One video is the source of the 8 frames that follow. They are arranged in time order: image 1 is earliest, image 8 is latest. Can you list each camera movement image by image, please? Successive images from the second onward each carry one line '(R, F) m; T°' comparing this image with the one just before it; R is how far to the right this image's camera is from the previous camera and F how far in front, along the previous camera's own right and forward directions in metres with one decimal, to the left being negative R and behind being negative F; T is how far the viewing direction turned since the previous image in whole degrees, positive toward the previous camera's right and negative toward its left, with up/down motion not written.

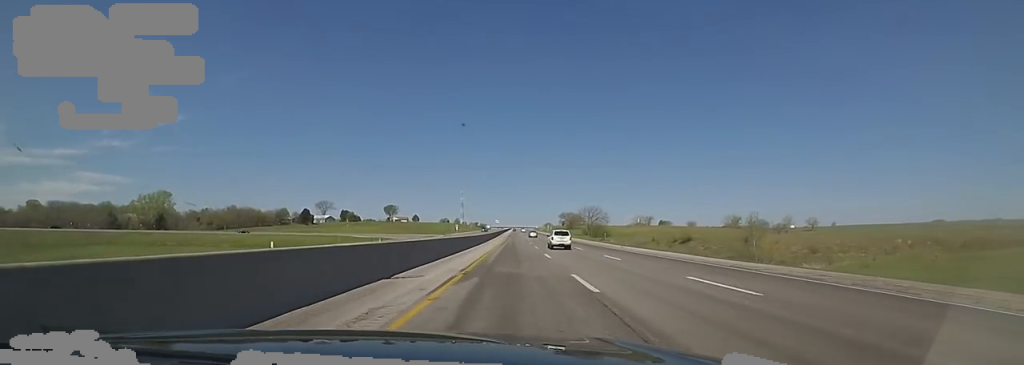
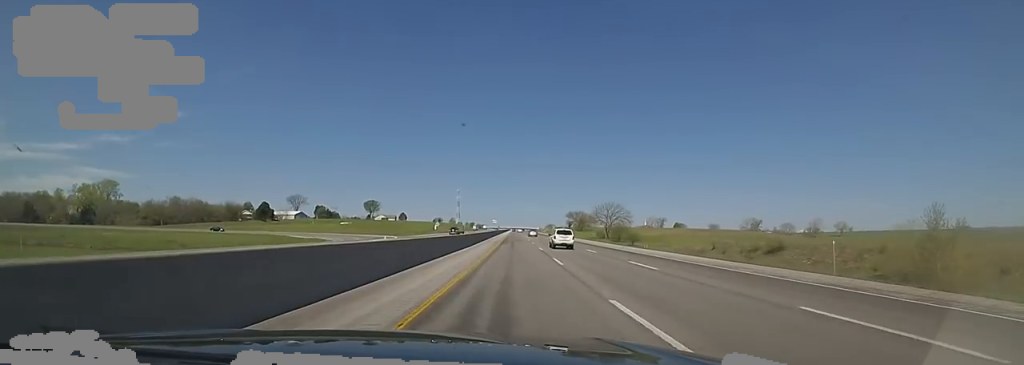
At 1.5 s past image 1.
(-0.1, +52.0) m; -1°
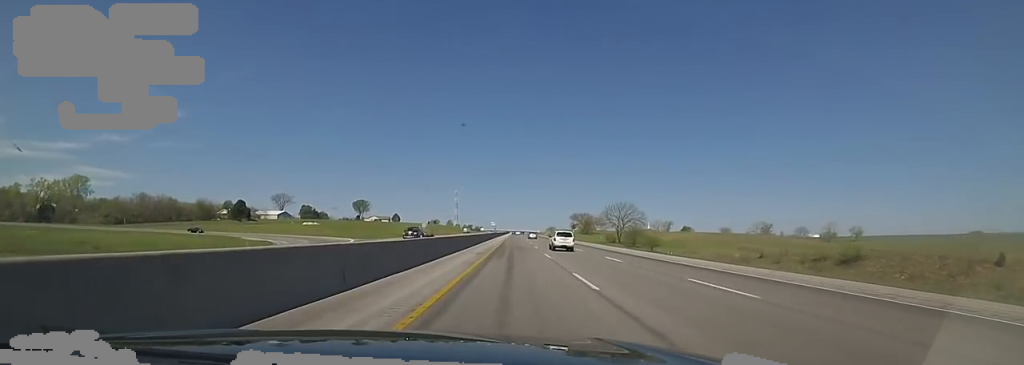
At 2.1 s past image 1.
(+0.3, +23.7) m; -2°
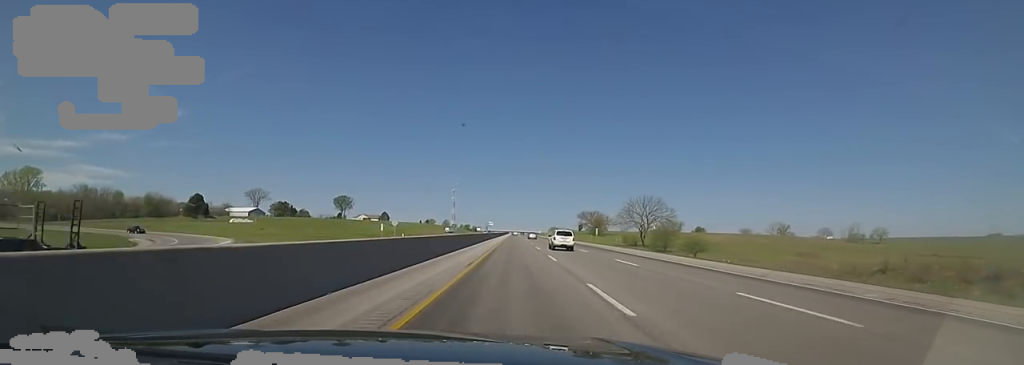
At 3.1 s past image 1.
(-1.4, +34.3) m; 0°
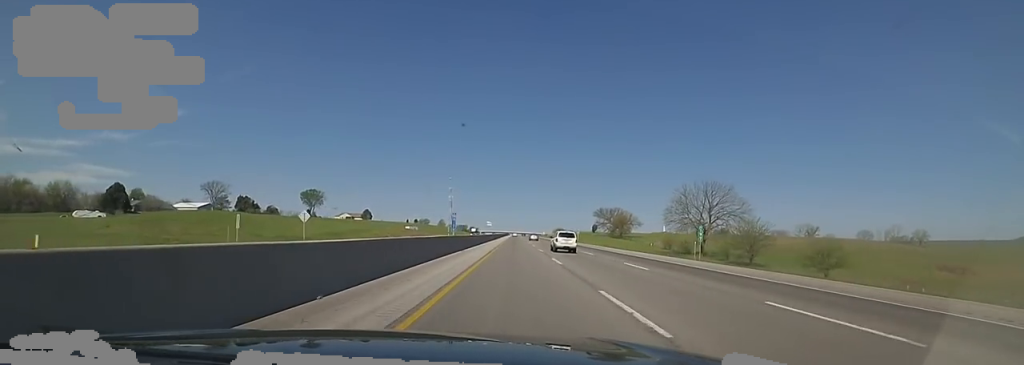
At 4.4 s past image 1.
(+1.9, +47.1) m; +2°
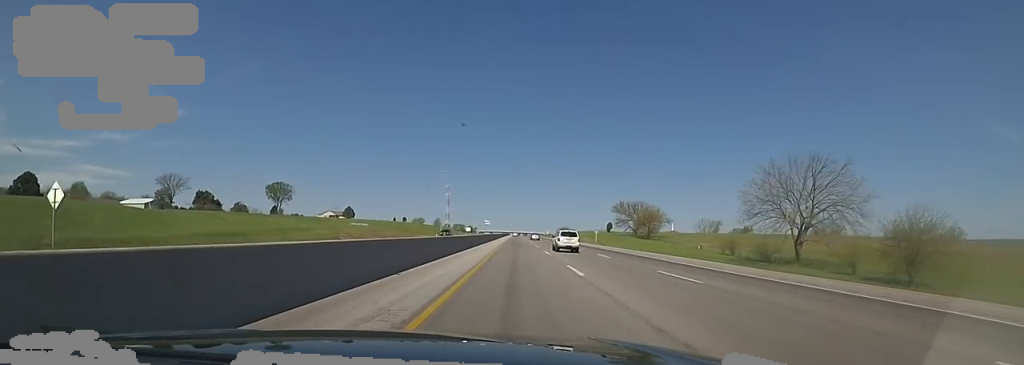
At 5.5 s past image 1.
(0.0, +36.7) m; 0°
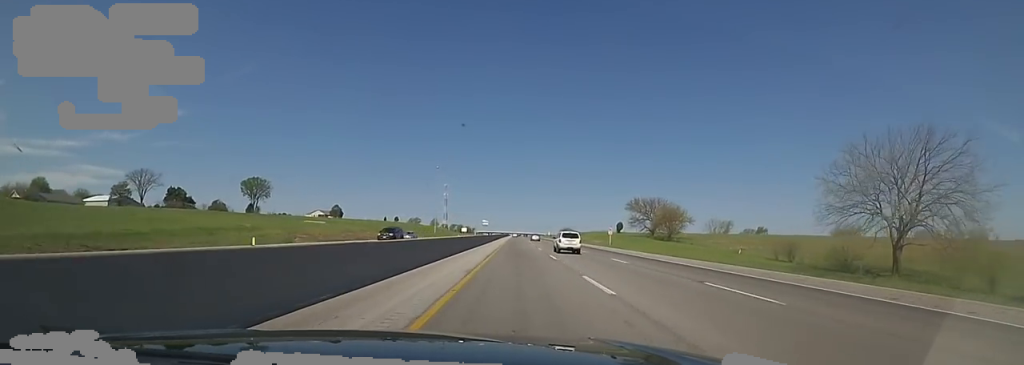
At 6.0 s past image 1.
(0.0, +20.2) m; 0°
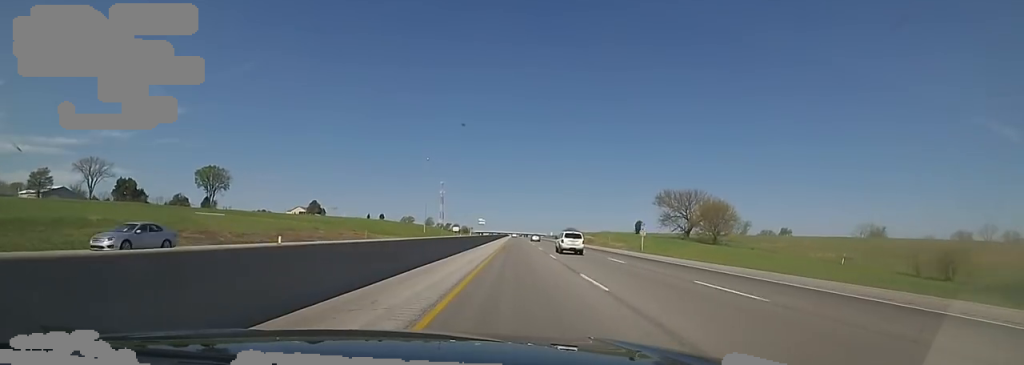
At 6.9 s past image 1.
(0.0, +29.6) m; 0°
